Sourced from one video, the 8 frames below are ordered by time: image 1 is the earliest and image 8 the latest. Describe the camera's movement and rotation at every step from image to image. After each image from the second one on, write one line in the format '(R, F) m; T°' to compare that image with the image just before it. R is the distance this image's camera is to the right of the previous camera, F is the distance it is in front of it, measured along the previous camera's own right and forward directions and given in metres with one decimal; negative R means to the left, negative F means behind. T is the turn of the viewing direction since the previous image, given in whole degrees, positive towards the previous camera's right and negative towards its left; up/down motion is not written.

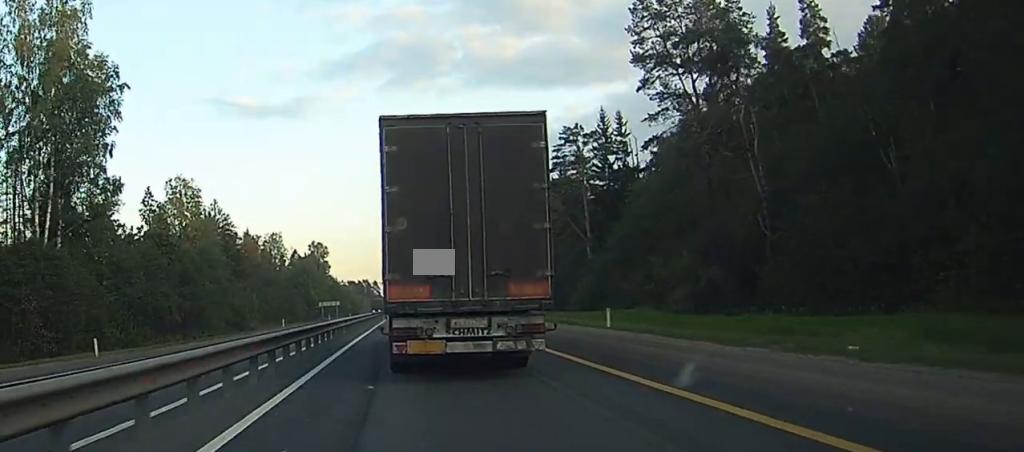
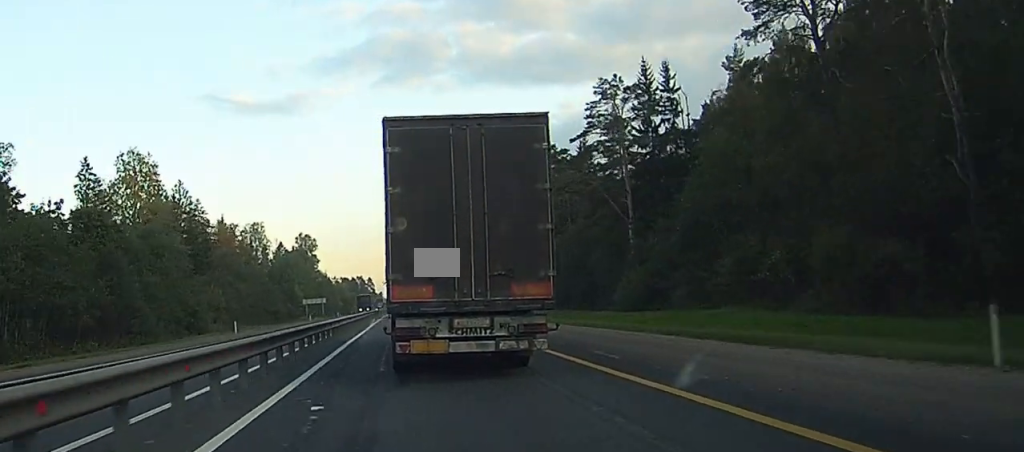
(+0.1, +21.7) m; 0°
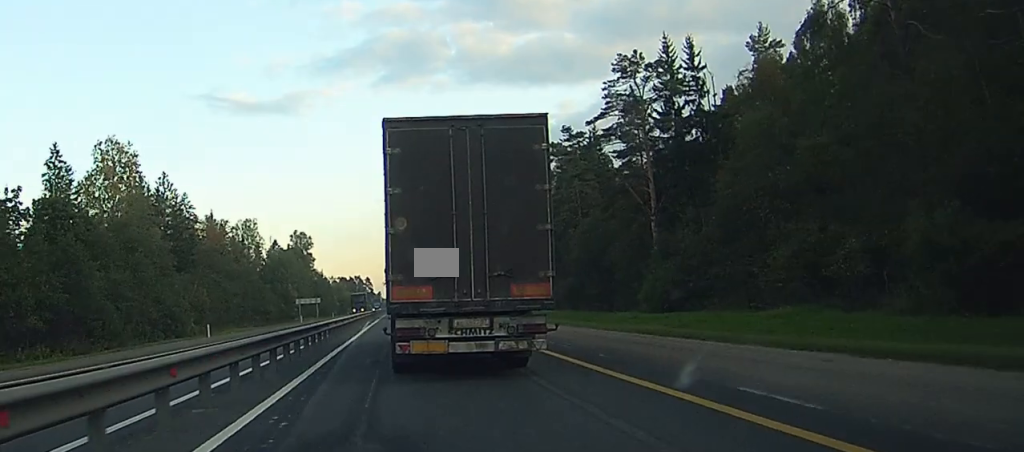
(0.0, +8.2) m; 0°
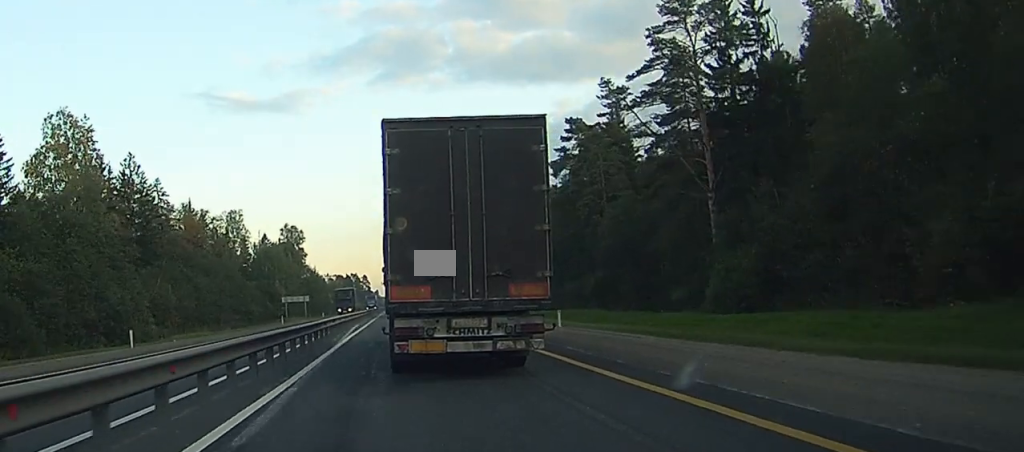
(+0.1, +15.4) m; 0°
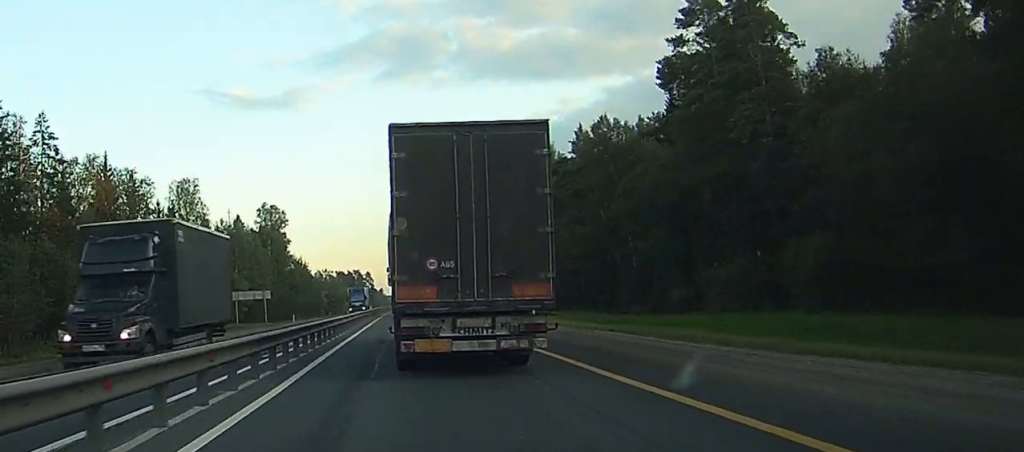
(+0.2, +48.4) m; 0°
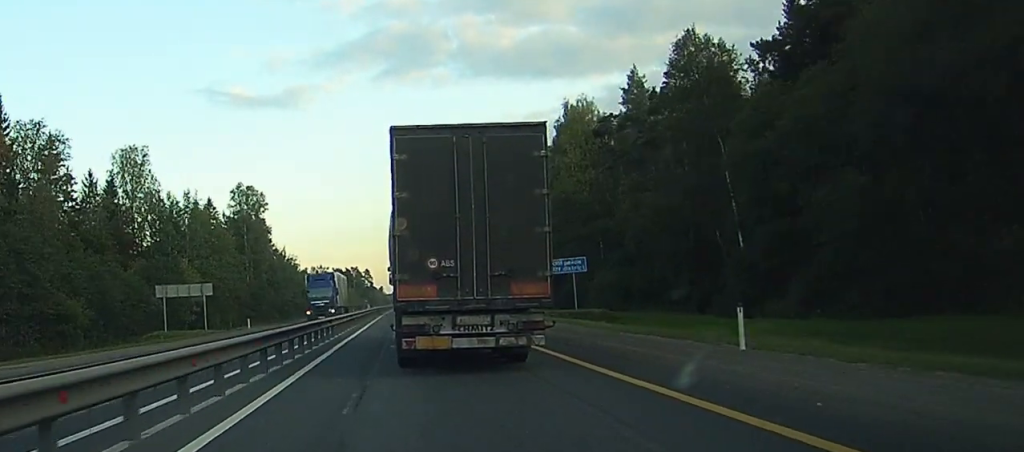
(-0.3, +35.6) m; -1°
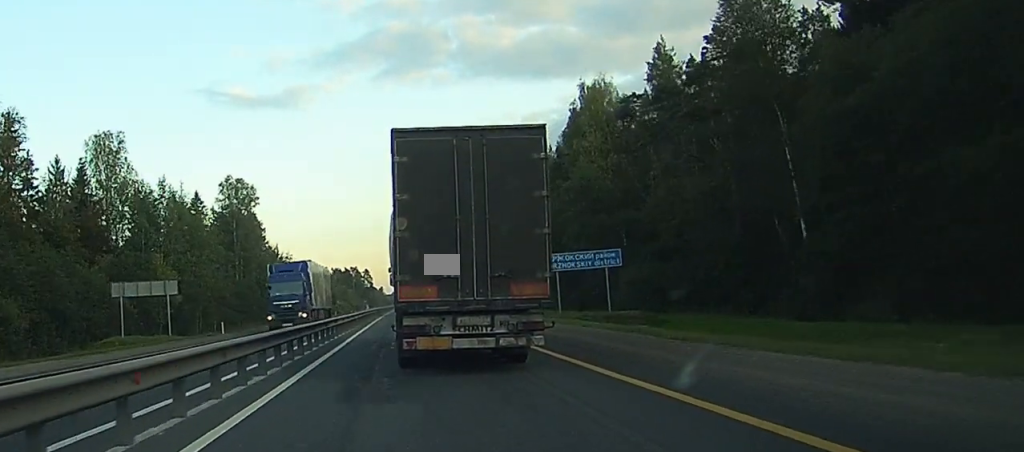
(0.0, +13.4) m; 0°
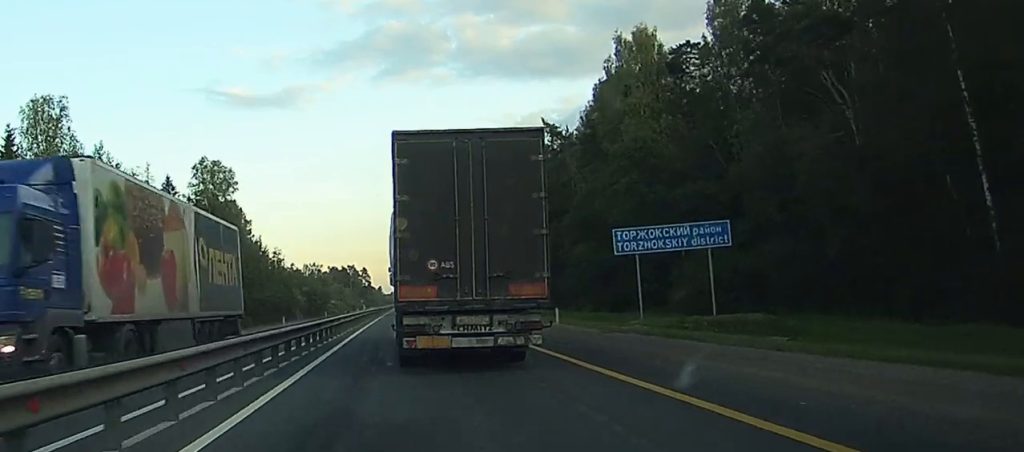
(0.0, +22.7) m; 0°
